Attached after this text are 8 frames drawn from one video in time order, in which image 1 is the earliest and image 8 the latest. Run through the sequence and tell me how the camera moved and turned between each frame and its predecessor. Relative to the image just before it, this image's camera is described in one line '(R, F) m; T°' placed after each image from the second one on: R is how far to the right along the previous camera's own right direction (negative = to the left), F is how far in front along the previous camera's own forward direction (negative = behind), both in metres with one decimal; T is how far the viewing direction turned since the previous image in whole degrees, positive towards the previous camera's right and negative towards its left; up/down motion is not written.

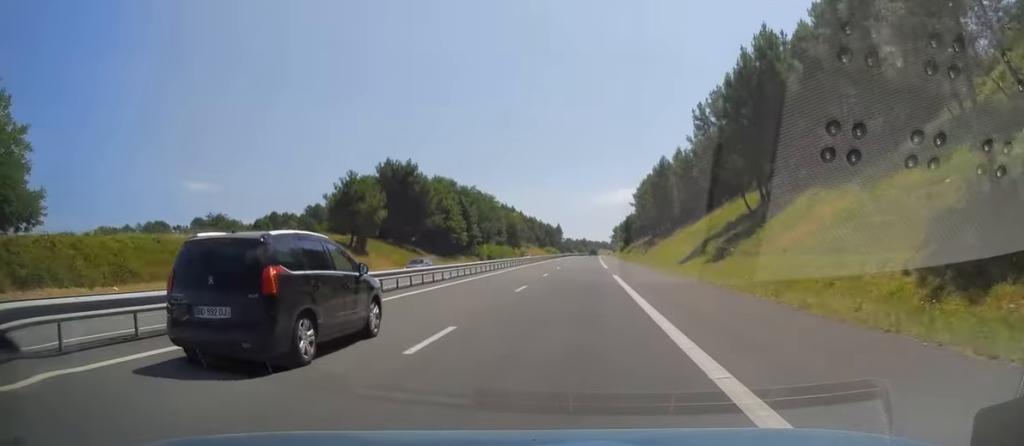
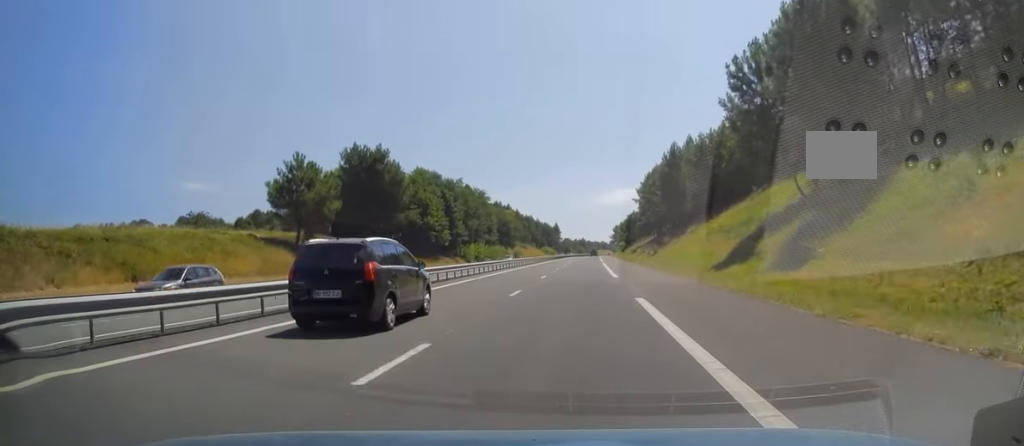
(-0.1, +15.2) m; 0°
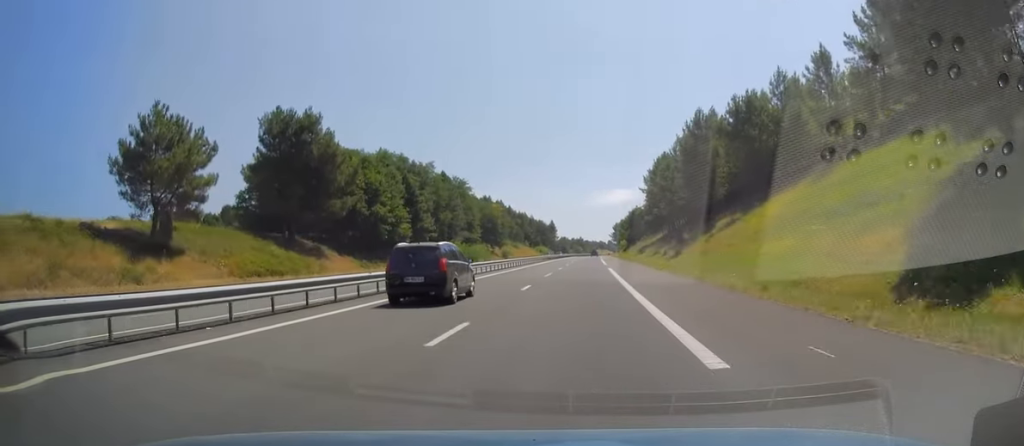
(+0.3, +23.4) m; +1°
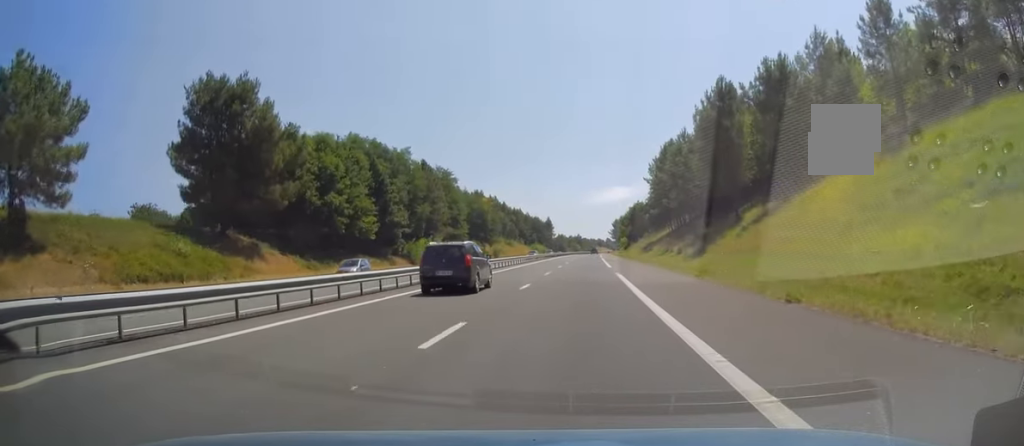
(0.0, +13.7) m; 0°
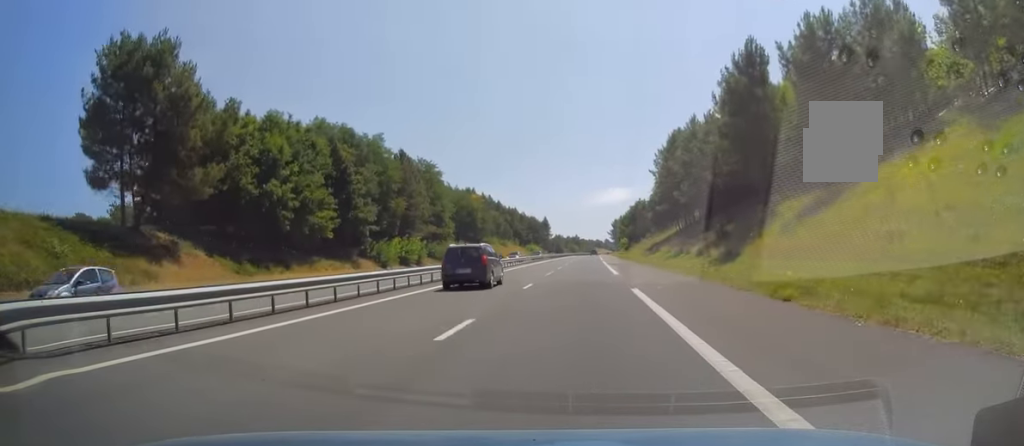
(0.0, +12.2) m; 0°
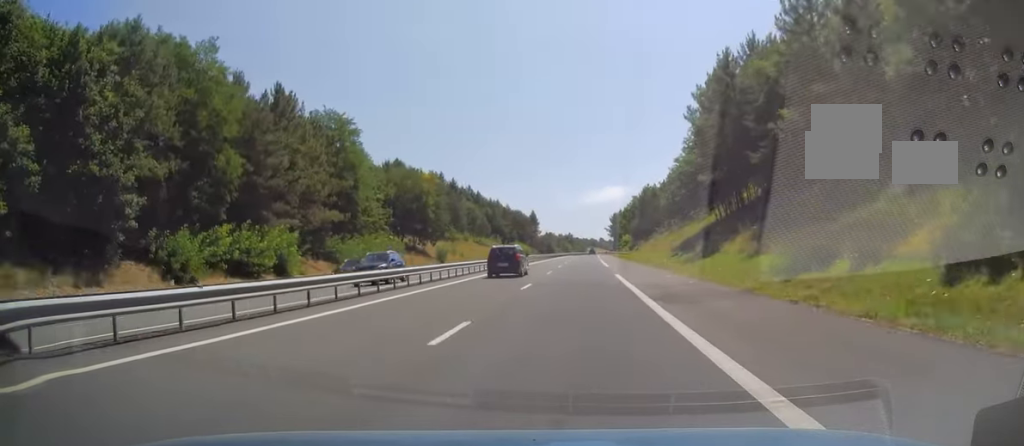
(+0.1, +39.8) m; 0°
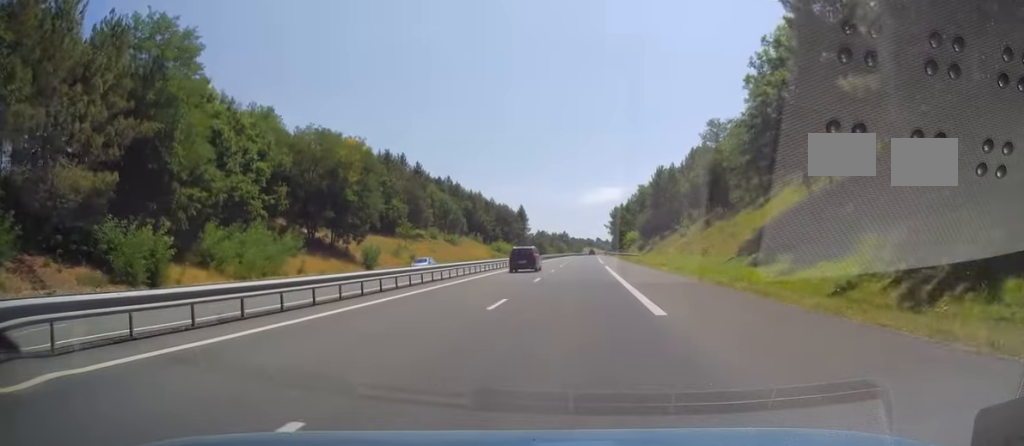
(+0.2, +33.4) m; +1°
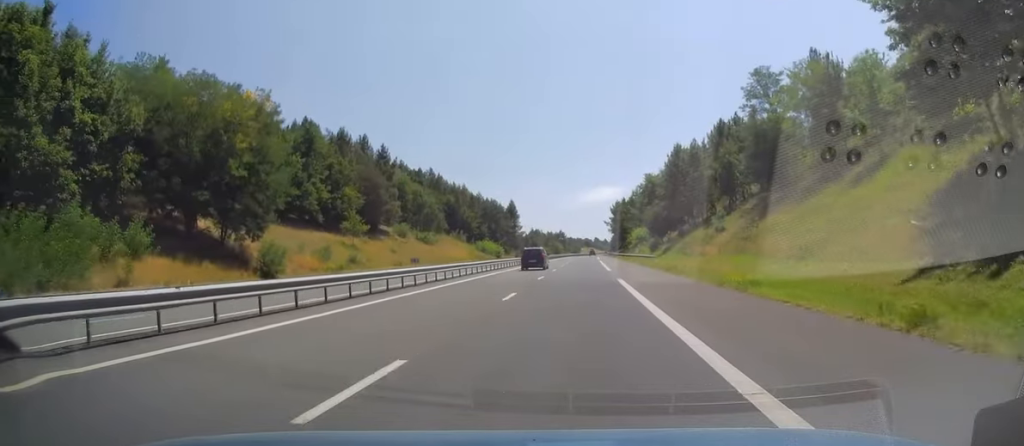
(+0.3, +23.1) m; 0°
